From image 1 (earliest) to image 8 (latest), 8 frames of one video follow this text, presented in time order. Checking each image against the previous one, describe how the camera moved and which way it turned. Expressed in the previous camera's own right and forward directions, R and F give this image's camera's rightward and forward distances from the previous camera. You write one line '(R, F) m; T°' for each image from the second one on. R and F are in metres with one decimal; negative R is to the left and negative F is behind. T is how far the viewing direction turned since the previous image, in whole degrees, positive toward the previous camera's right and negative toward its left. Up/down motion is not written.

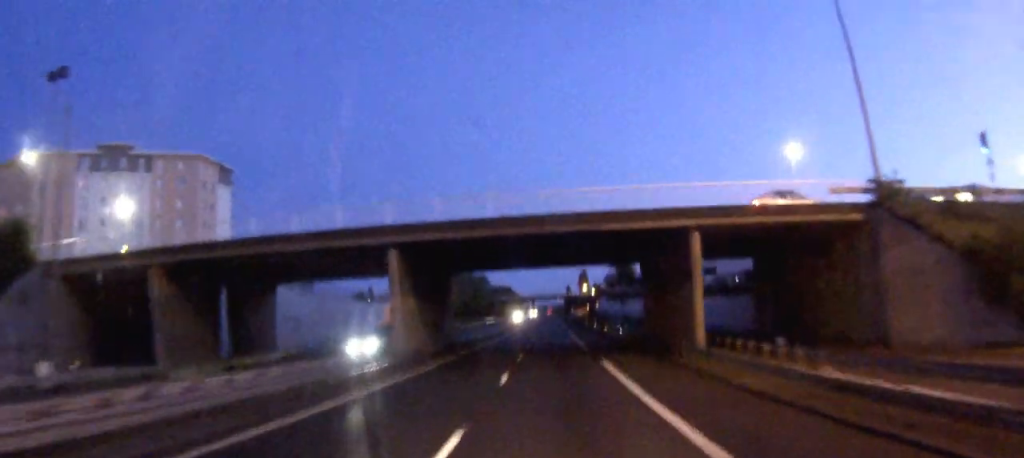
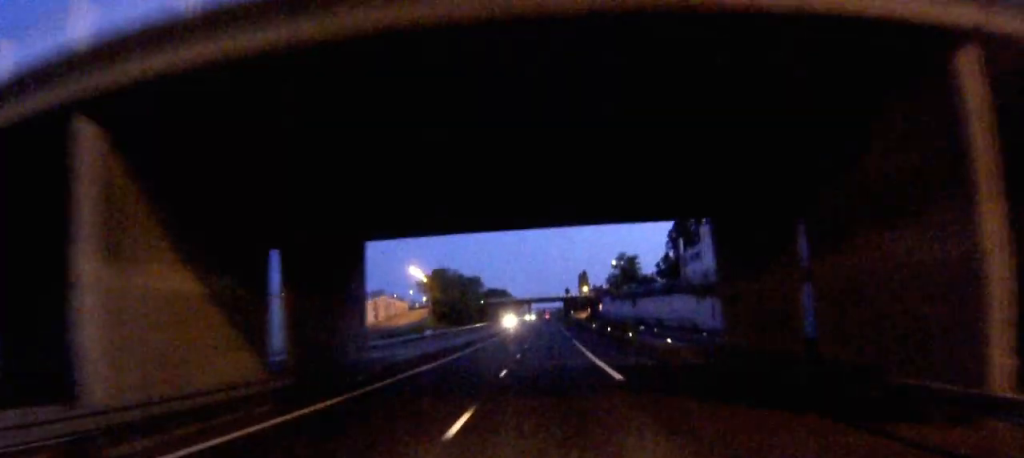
(0.0, +23.4) m; 0°
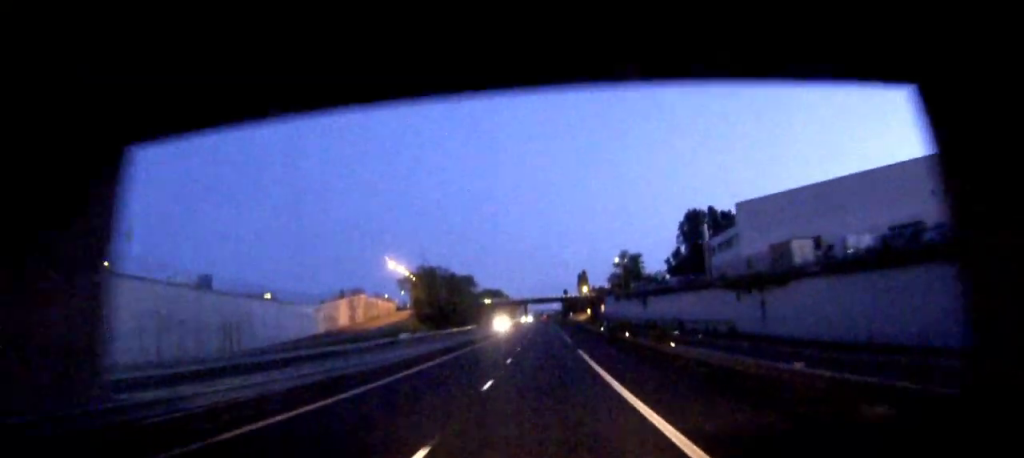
(-0.1, +17.0) m; 0°
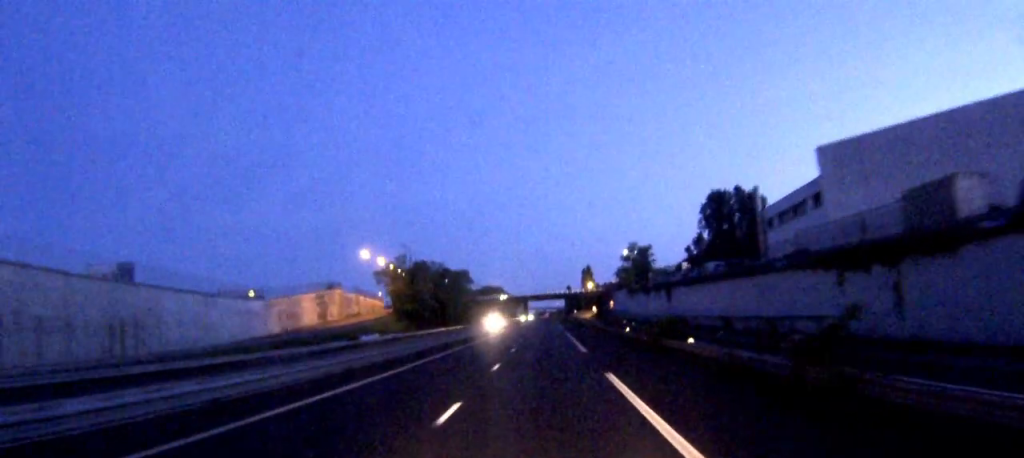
(0.0, +20.5) m; 0°
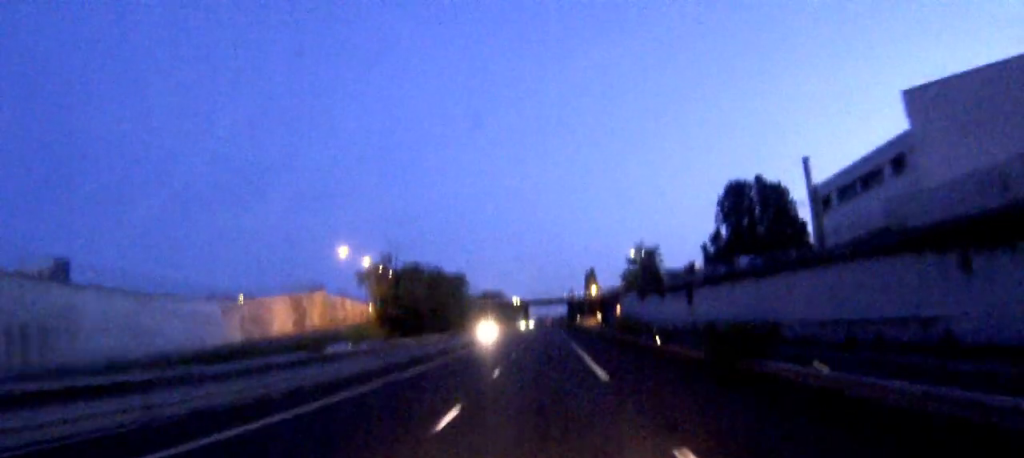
(0.0, +12.4) m; 0°
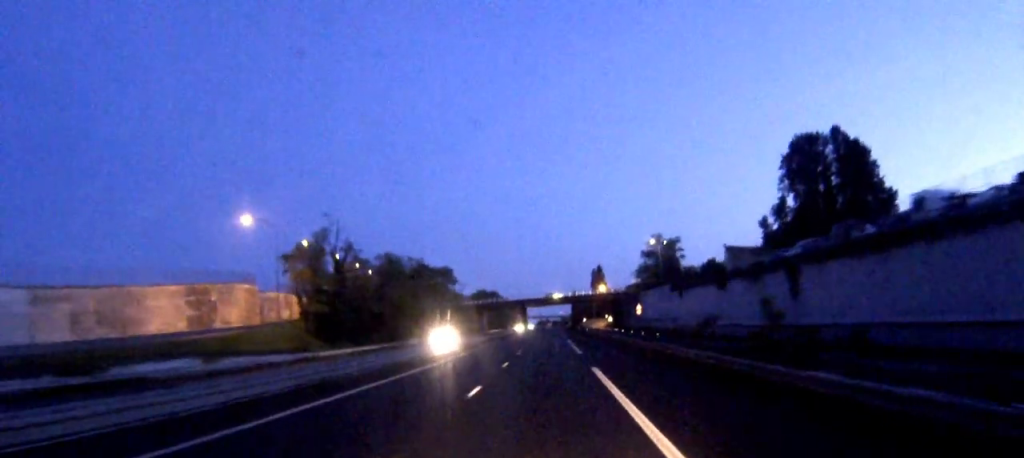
(+0.1, +32.7) m; 0°
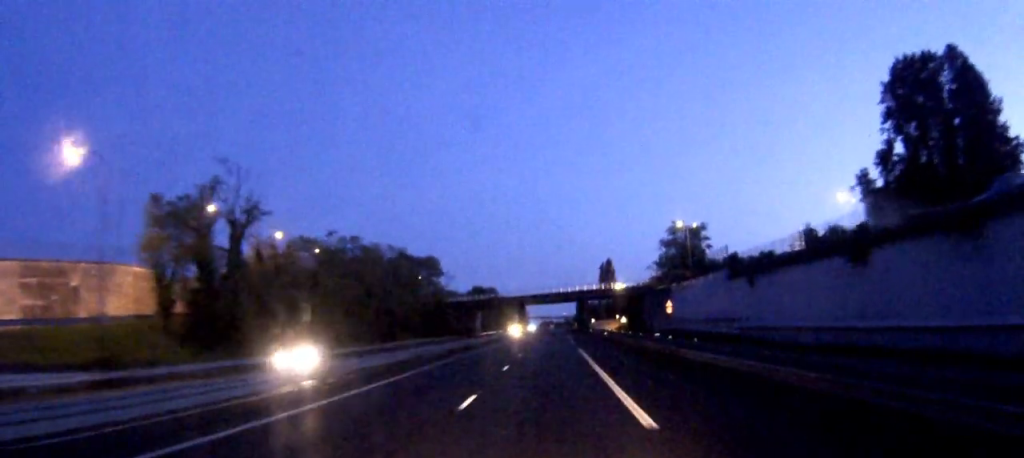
(-0.1, +28.2) m; 0°
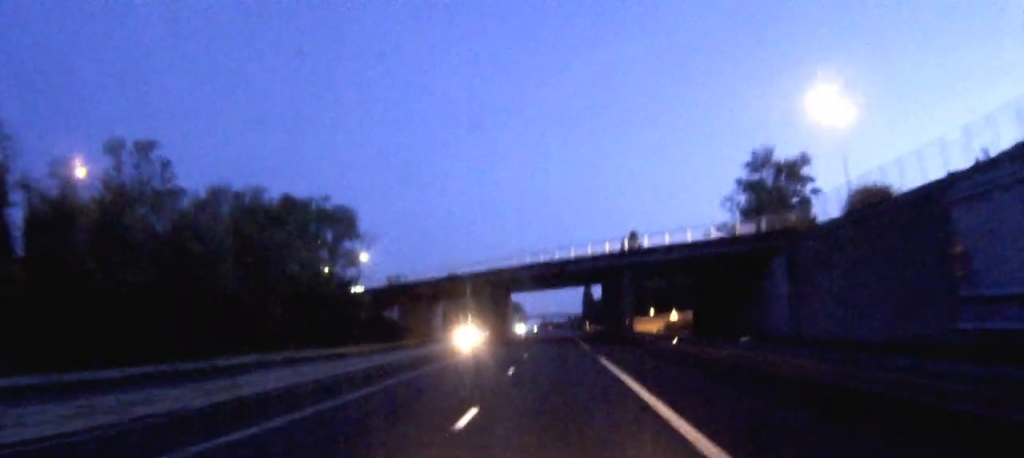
(0.0, +67.7) m; 0°
